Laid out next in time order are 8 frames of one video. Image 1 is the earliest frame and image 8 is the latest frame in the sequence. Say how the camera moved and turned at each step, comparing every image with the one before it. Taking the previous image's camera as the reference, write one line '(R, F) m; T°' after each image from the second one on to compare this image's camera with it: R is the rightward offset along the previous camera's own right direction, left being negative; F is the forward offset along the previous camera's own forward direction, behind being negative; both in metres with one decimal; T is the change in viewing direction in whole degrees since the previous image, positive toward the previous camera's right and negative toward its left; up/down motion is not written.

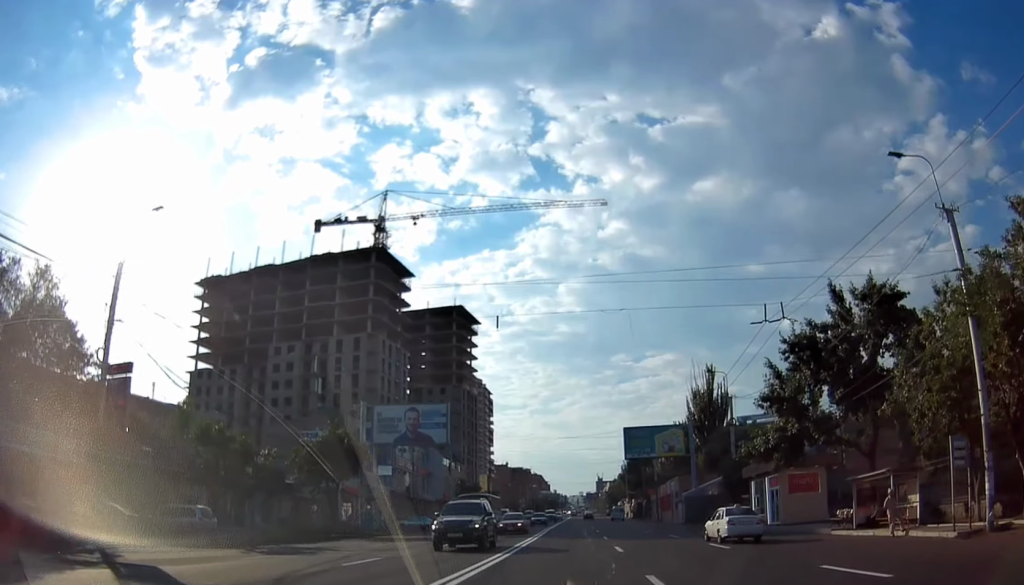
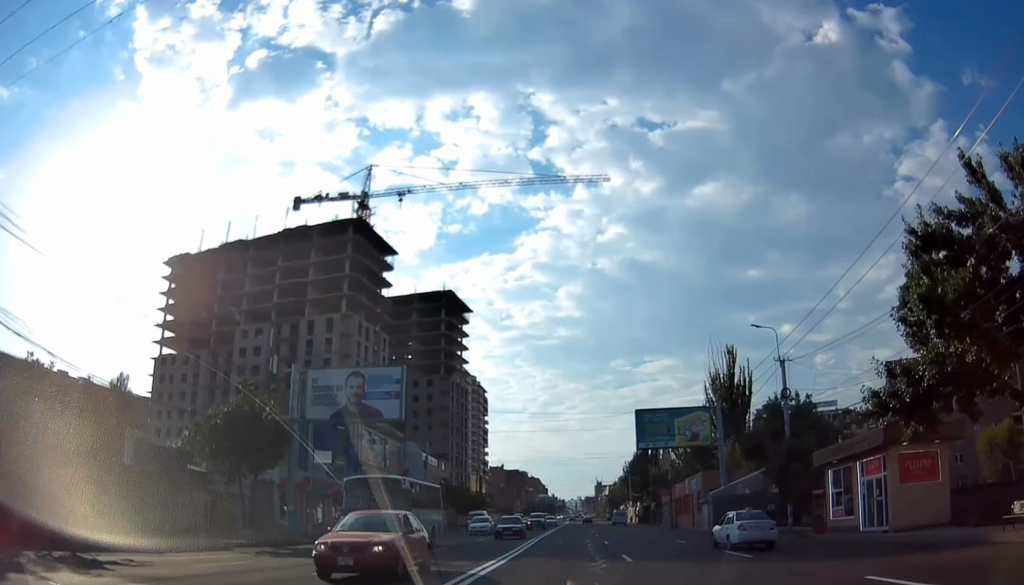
(-0.1, +14.0) m; -1°
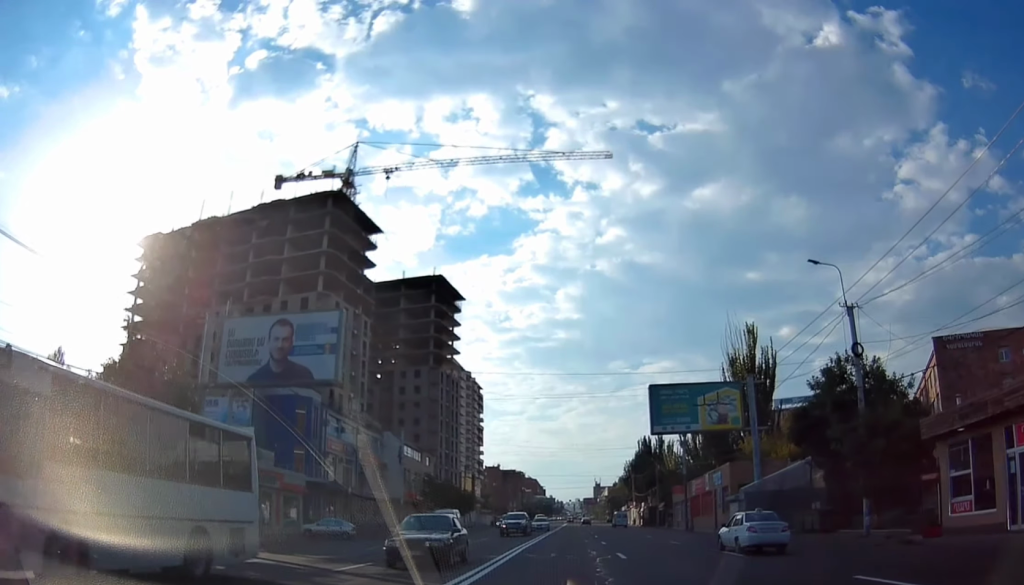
(0.0, +10.7) m; 0°
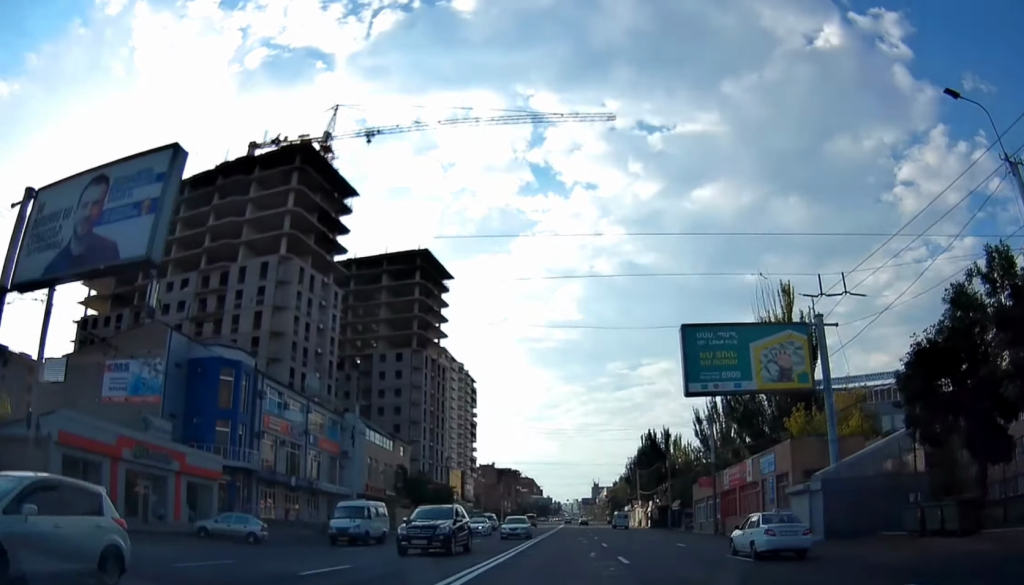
(-0.1, +13.9) m; 0°
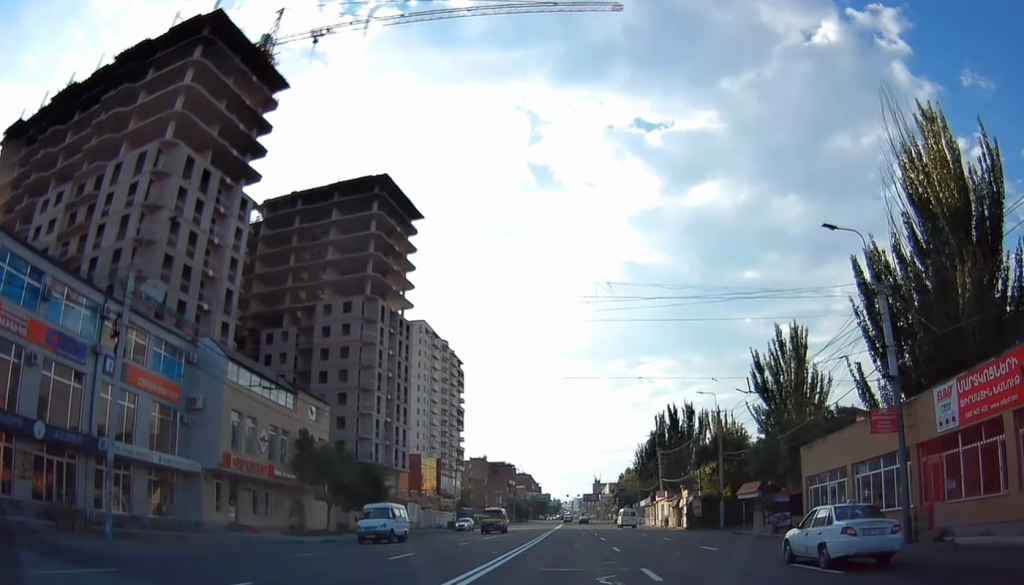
(-0.1, +30.4) m; -1°
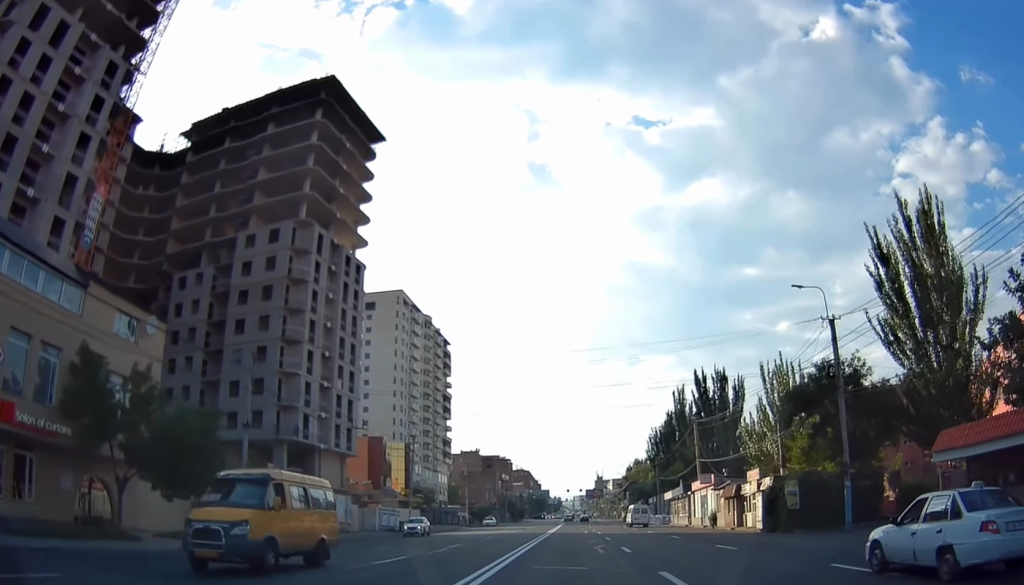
(+0.6, +26.6) m; +3°
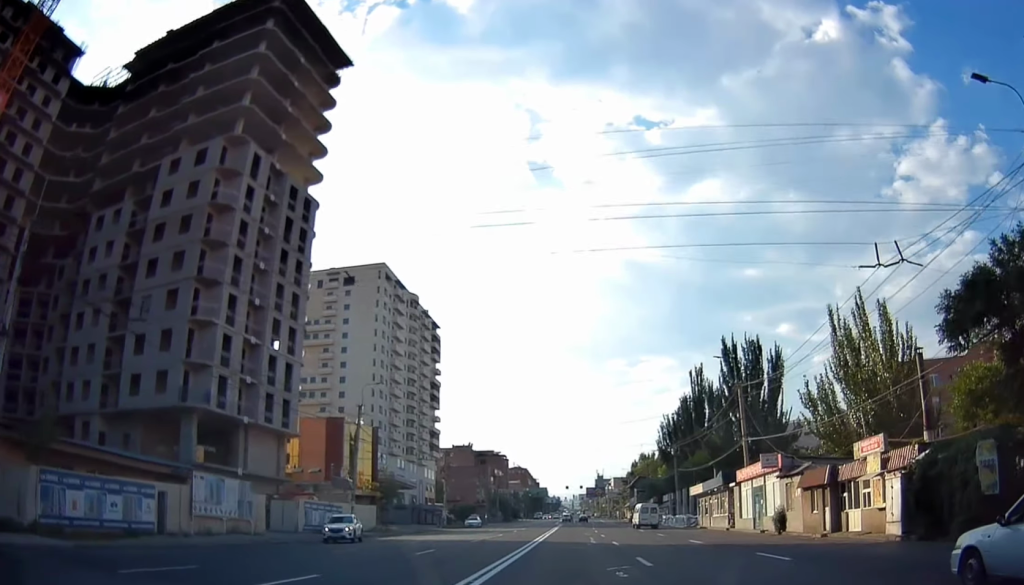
(+0.3, +18.0) m; 0°
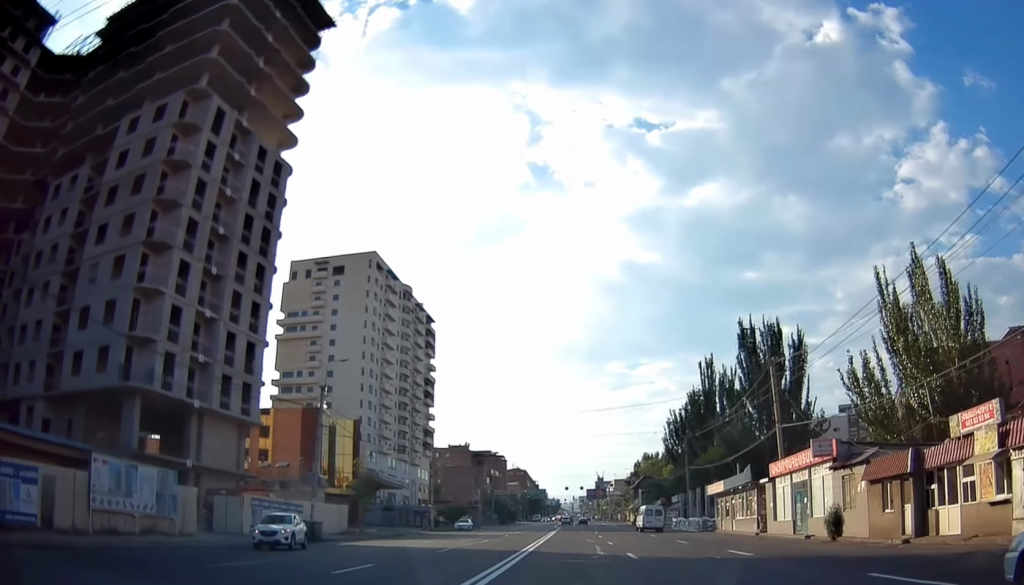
(0.0, +8.1) m; -1°
